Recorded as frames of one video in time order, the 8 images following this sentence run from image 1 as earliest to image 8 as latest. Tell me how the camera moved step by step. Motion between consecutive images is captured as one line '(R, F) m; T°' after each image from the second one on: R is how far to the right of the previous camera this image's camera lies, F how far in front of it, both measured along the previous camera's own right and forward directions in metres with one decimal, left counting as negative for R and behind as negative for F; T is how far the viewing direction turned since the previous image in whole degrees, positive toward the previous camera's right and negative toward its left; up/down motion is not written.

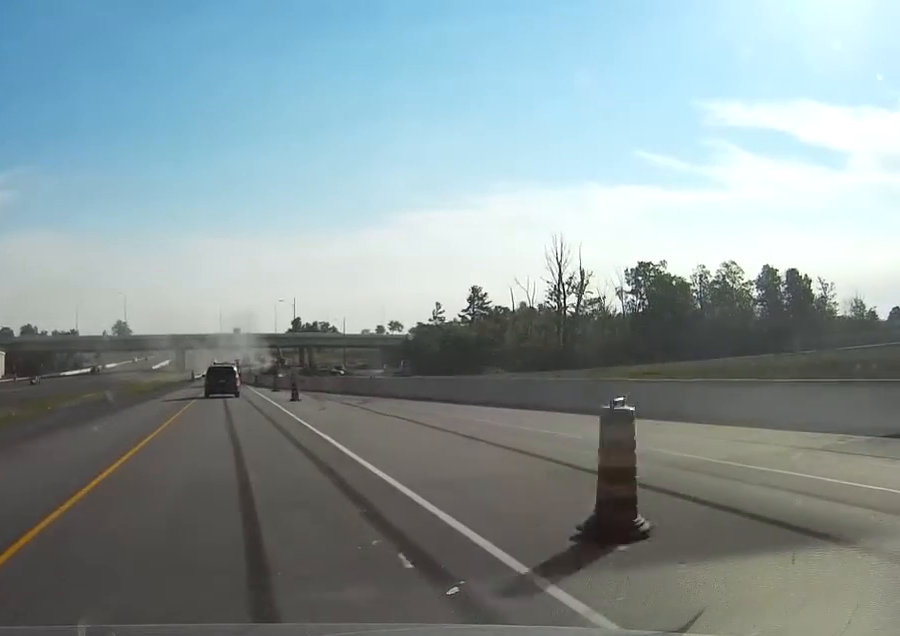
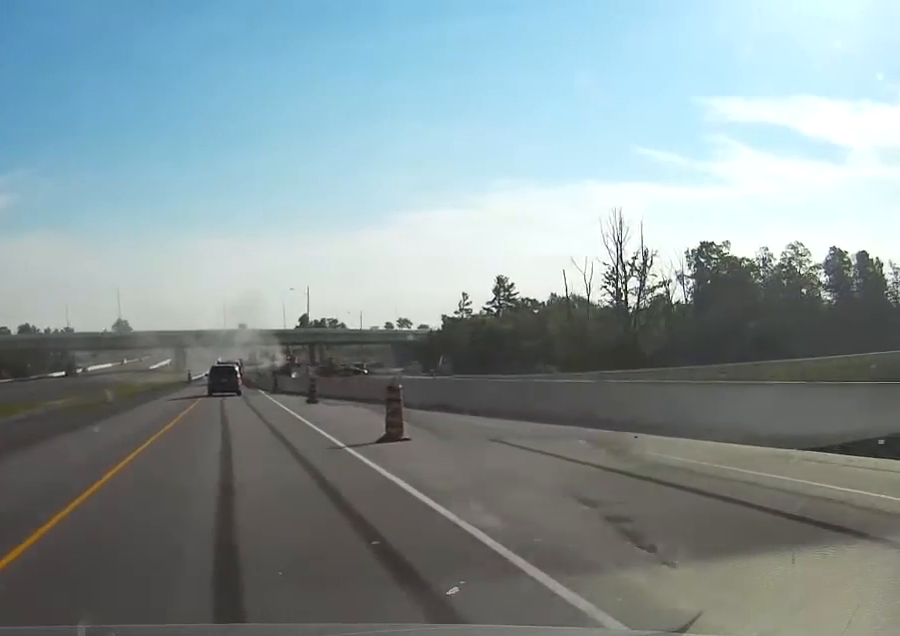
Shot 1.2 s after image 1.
(-0.1, +25.0) m; 0°
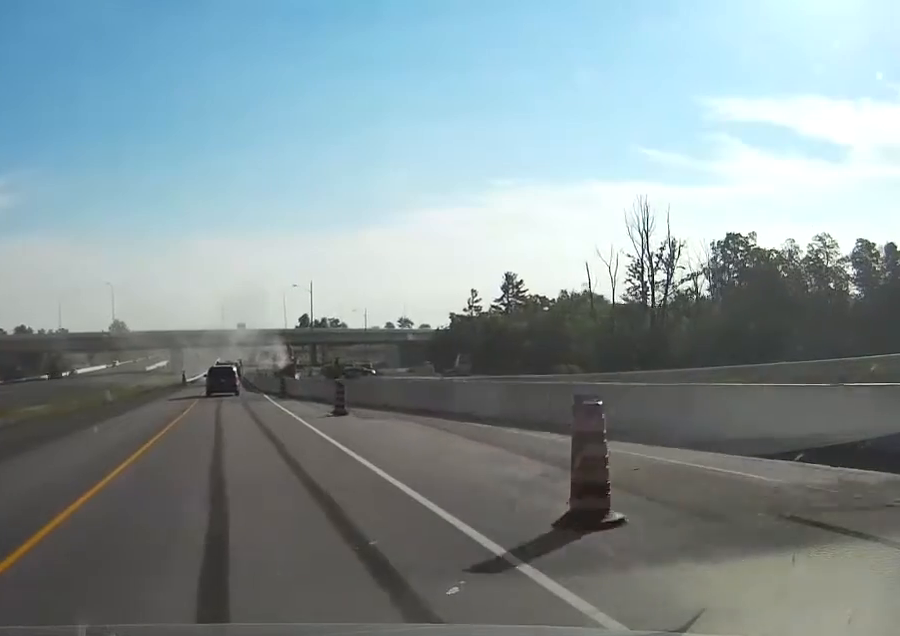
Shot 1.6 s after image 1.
(0.0, +10.0) m; 0°
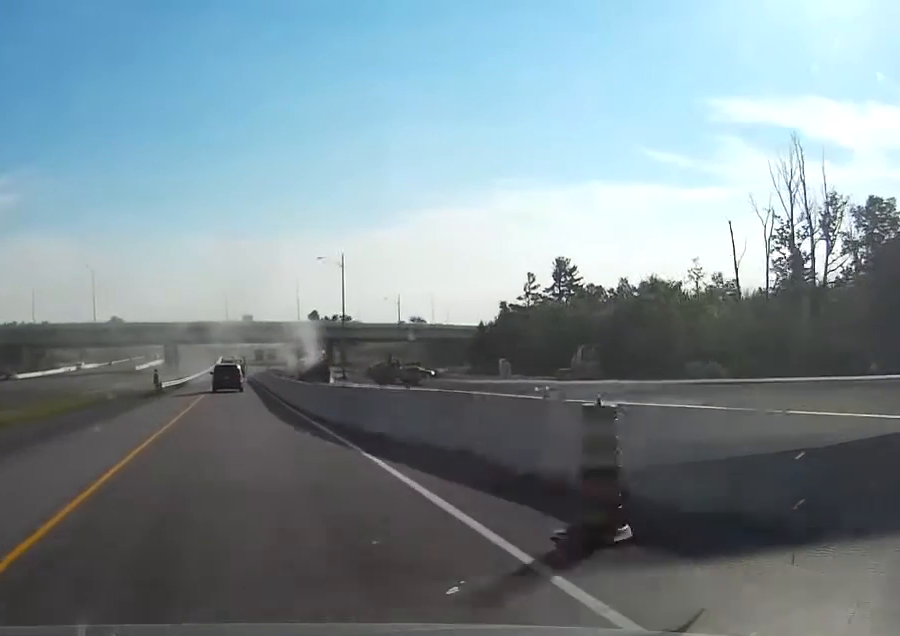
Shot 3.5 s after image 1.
(0.0, +40.1) m; 0°
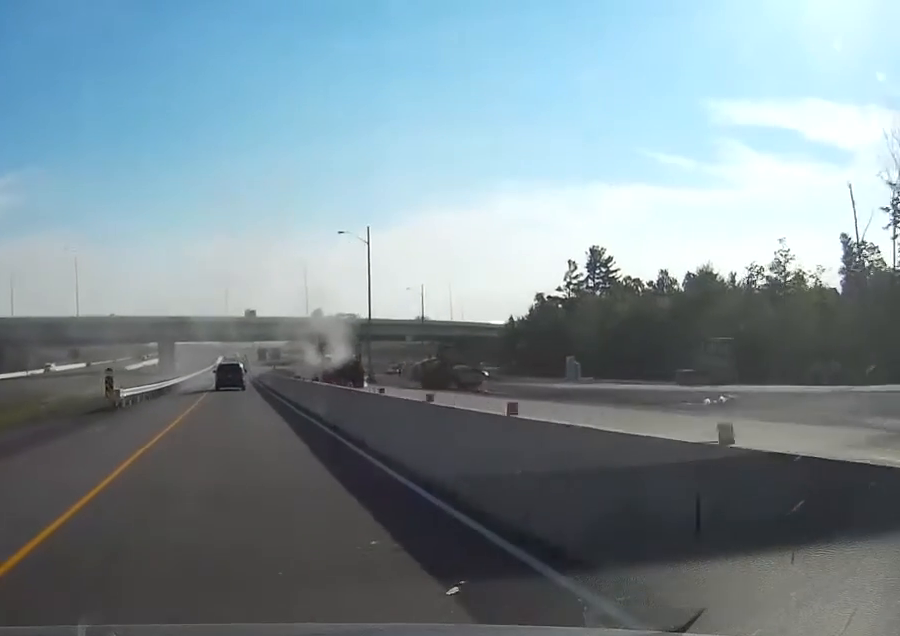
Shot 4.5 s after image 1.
(0.0, +22.4) m; 0°
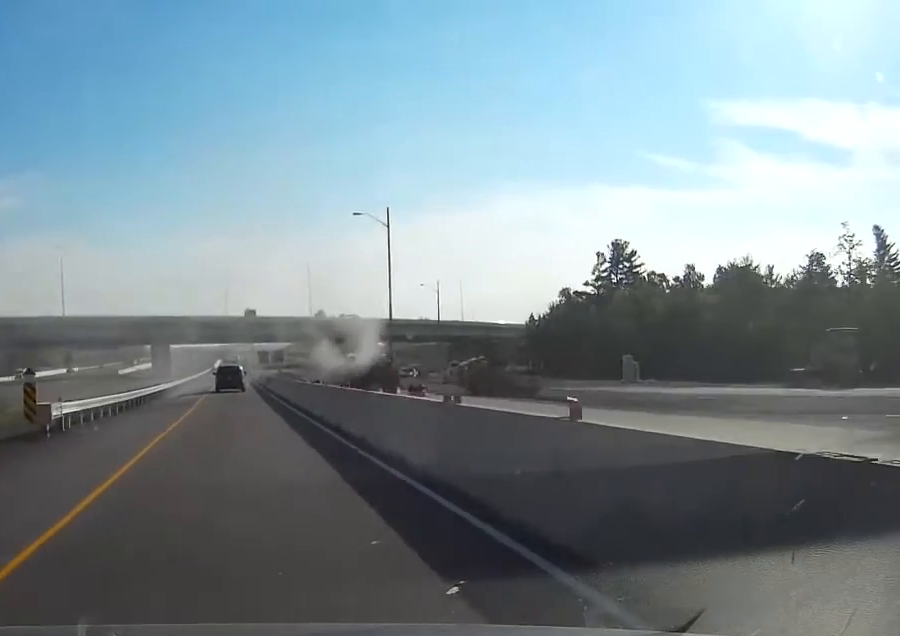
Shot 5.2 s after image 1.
(0.0, +13.8) m; 0°
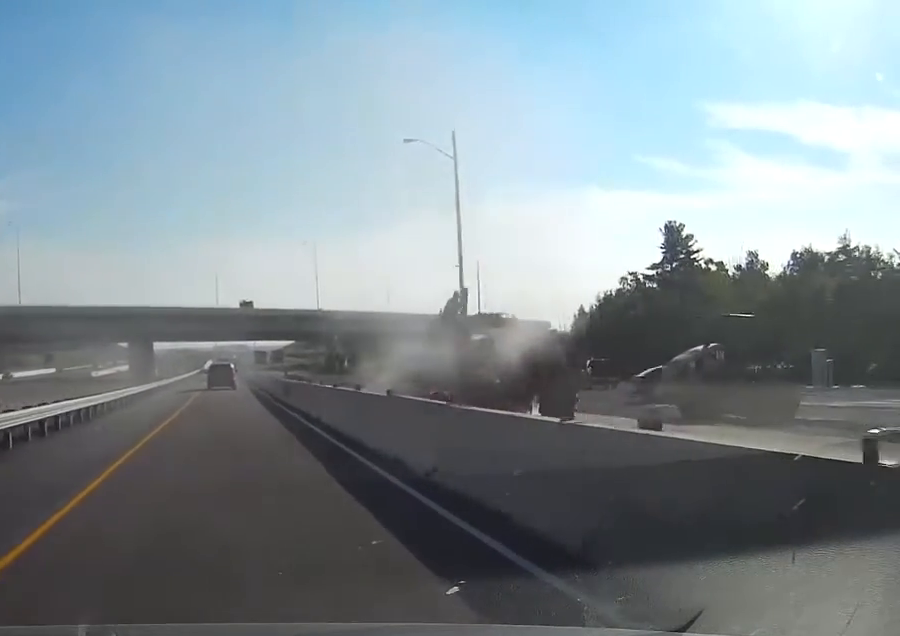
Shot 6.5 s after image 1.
(-0.1, +28.9) m; 0°
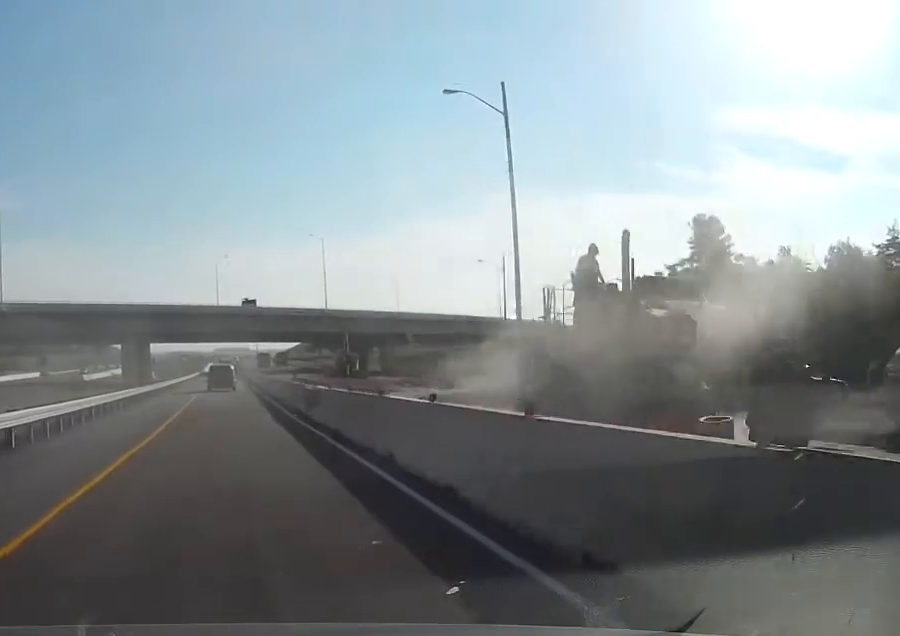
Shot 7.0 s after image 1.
(0.0, +11.2) m; 0°
